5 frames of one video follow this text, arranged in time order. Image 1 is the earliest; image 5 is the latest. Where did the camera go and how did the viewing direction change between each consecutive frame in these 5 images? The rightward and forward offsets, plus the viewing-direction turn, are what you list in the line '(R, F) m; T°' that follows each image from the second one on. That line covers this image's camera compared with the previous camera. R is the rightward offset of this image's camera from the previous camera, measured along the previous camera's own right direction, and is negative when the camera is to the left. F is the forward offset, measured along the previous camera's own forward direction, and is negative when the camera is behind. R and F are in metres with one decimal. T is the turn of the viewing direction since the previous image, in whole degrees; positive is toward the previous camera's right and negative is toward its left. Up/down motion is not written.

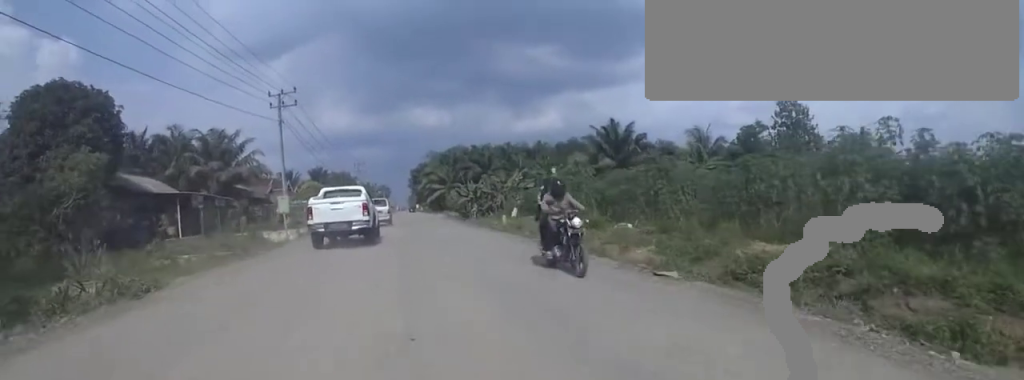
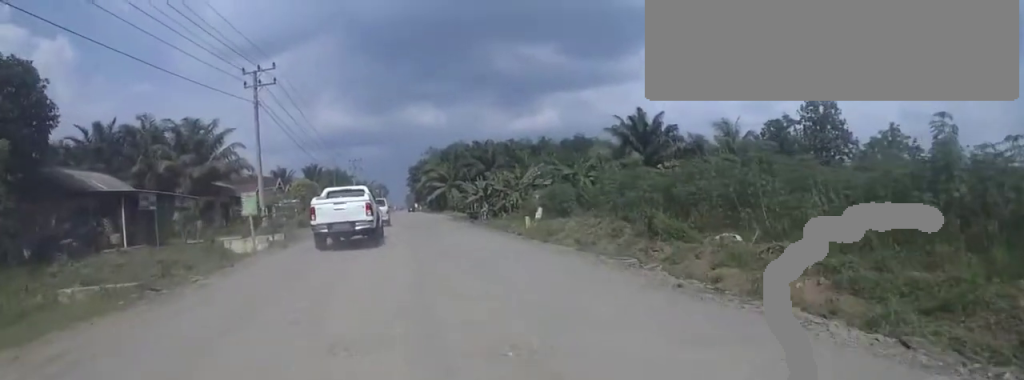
(0.0, +5.4) m; 0°
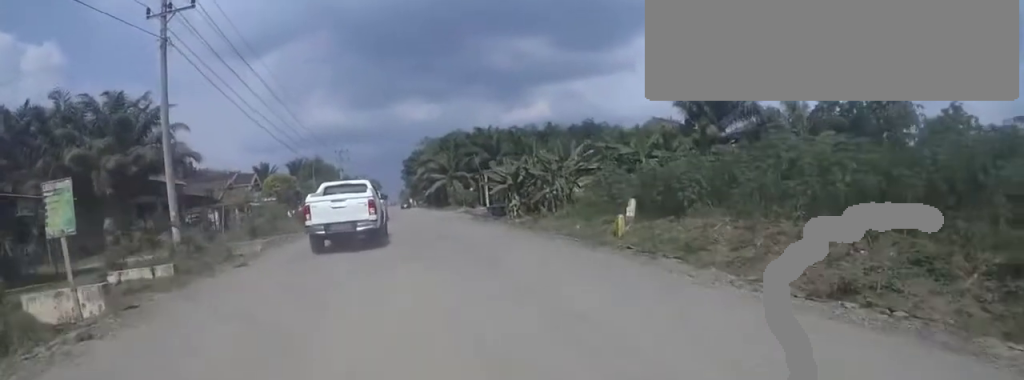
(0.0, +10.4) m; 0°
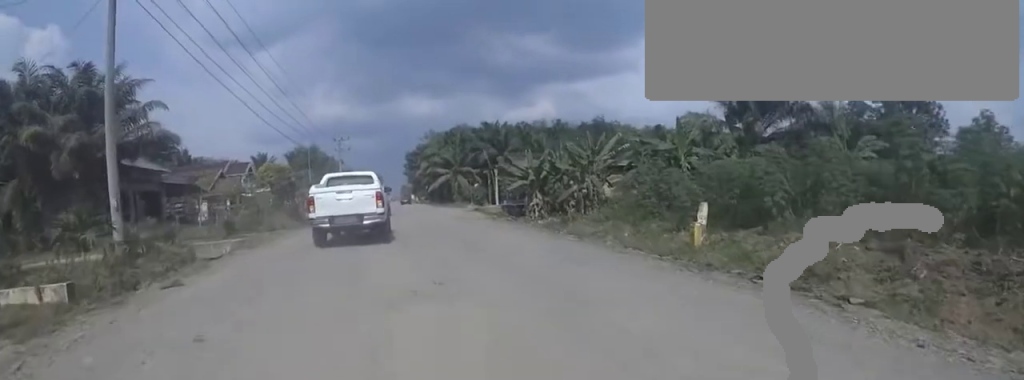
(0.0, +4.1) m; 0°
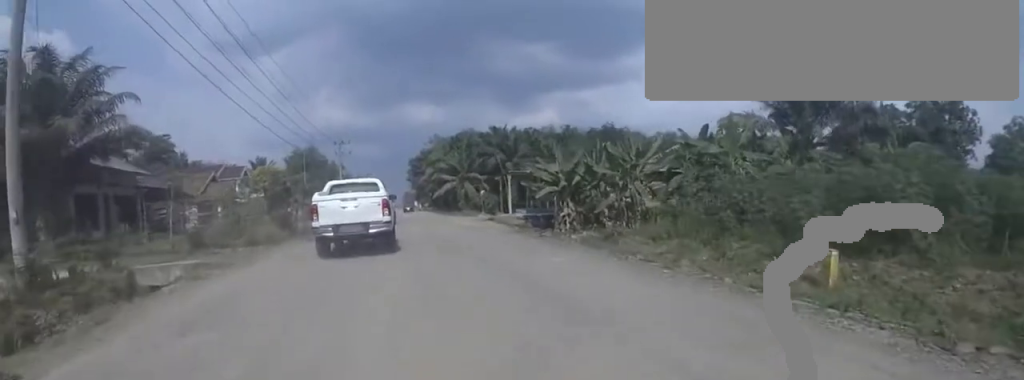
(0.0, +4.0) m; 0°
